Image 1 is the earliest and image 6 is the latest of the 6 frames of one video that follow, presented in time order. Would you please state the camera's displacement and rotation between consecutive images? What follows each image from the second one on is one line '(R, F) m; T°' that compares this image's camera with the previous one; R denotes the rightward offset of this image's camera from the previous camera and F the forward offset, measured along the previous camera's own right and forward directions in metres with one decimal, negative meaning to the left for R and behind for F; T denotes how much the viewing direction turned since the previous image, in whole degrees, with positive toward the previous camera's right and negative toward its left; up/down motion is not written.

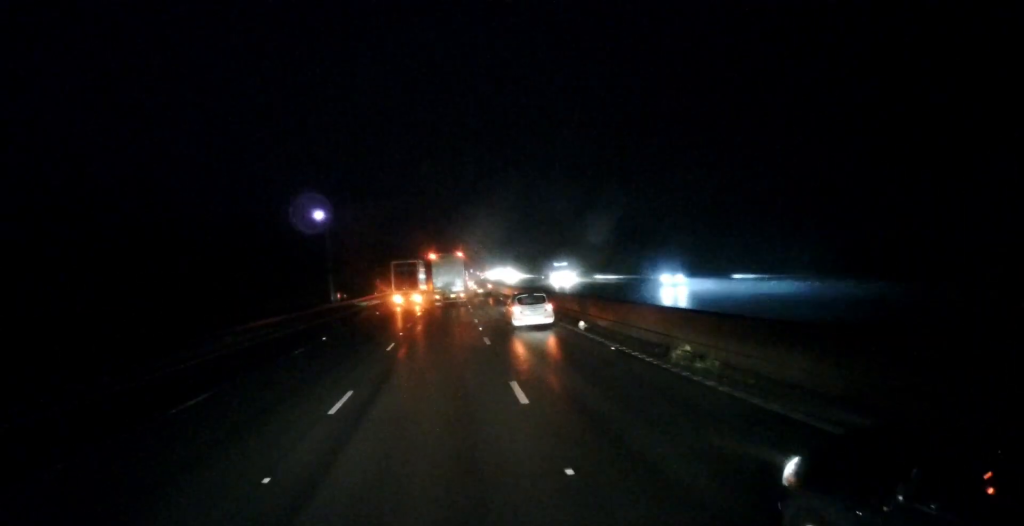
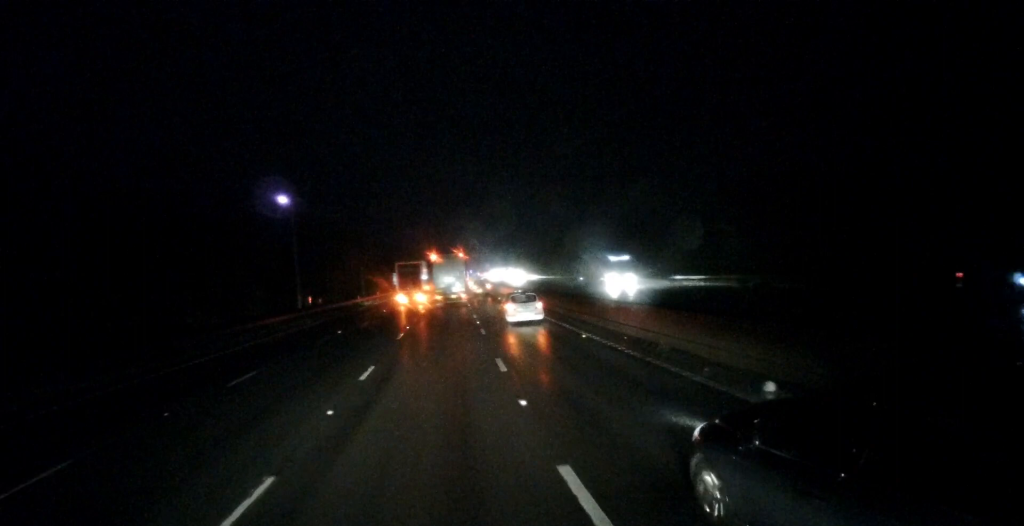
(-0.2, +14.4) m; -1°
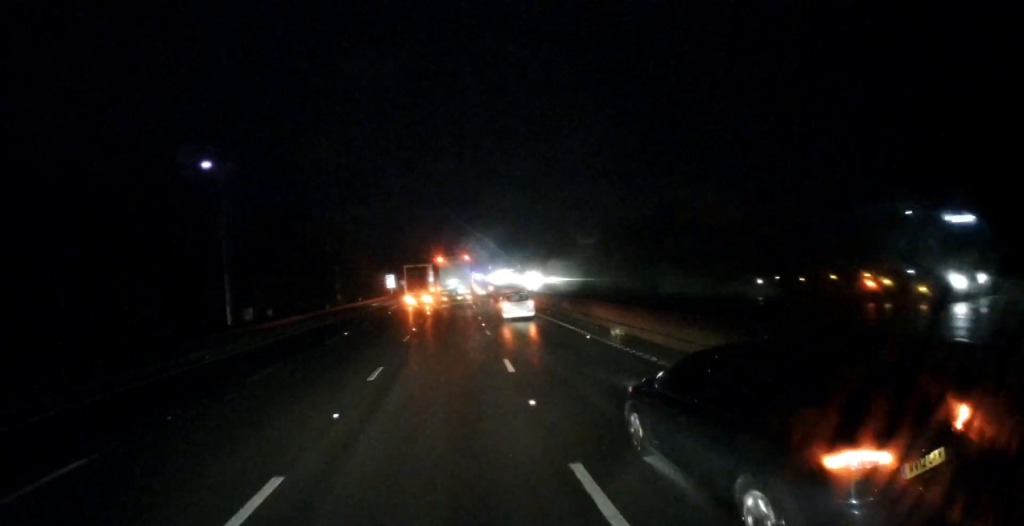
(-0.1, +18.0) m; 0°
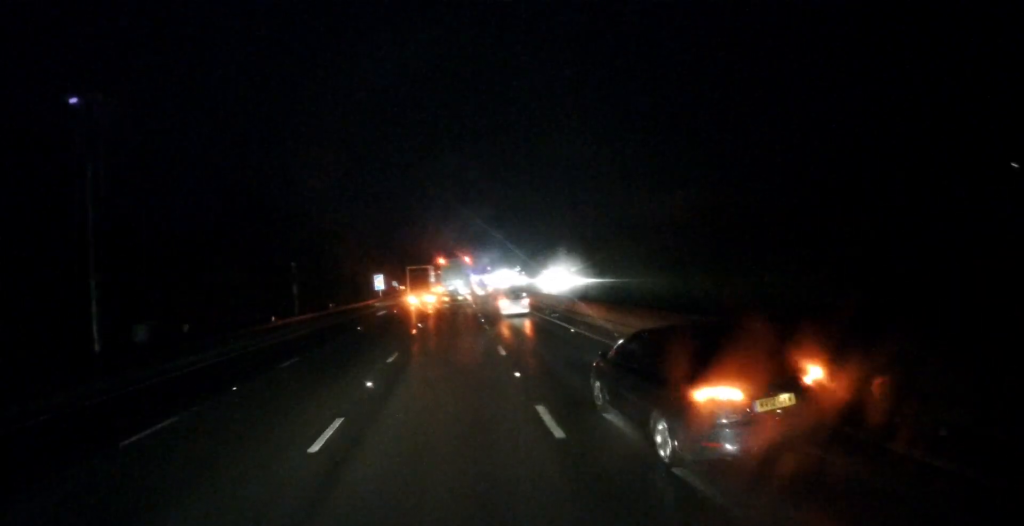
(0.0, +14.9) m; +1°
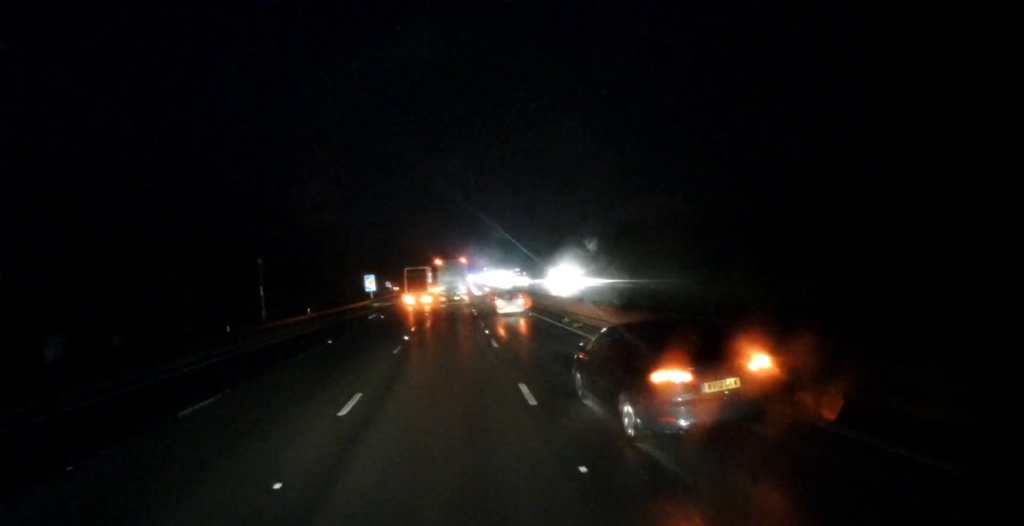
(+0.1, +6.9) m; 0°
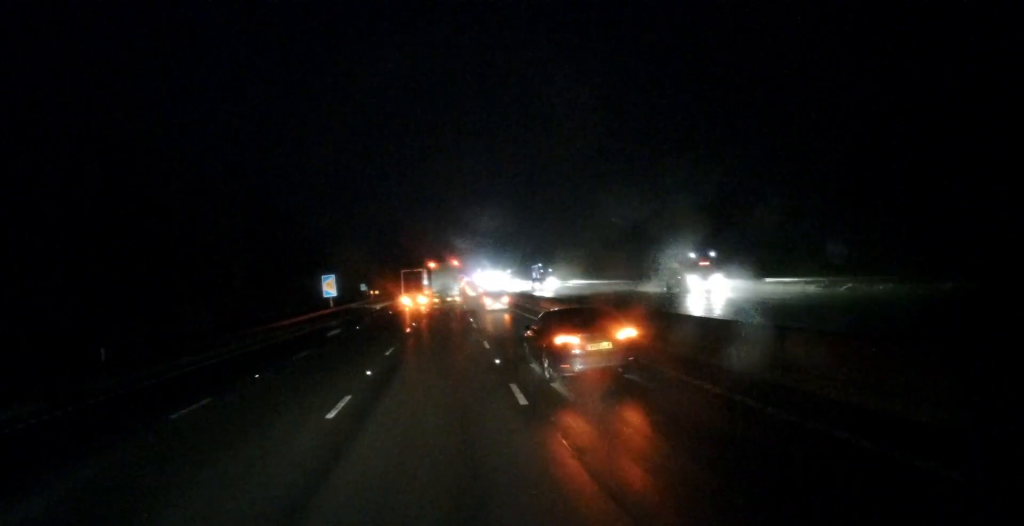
(0.0, +27.4) m; 0°
